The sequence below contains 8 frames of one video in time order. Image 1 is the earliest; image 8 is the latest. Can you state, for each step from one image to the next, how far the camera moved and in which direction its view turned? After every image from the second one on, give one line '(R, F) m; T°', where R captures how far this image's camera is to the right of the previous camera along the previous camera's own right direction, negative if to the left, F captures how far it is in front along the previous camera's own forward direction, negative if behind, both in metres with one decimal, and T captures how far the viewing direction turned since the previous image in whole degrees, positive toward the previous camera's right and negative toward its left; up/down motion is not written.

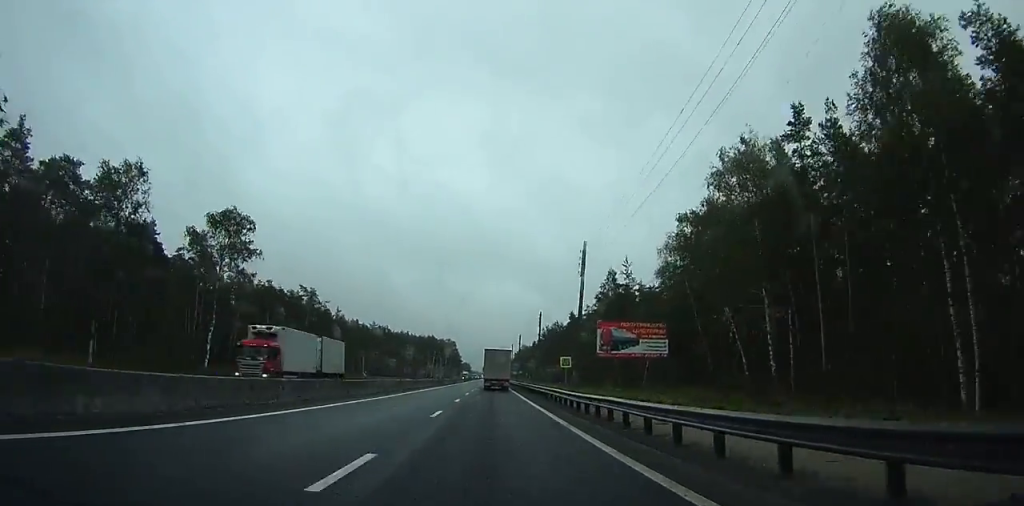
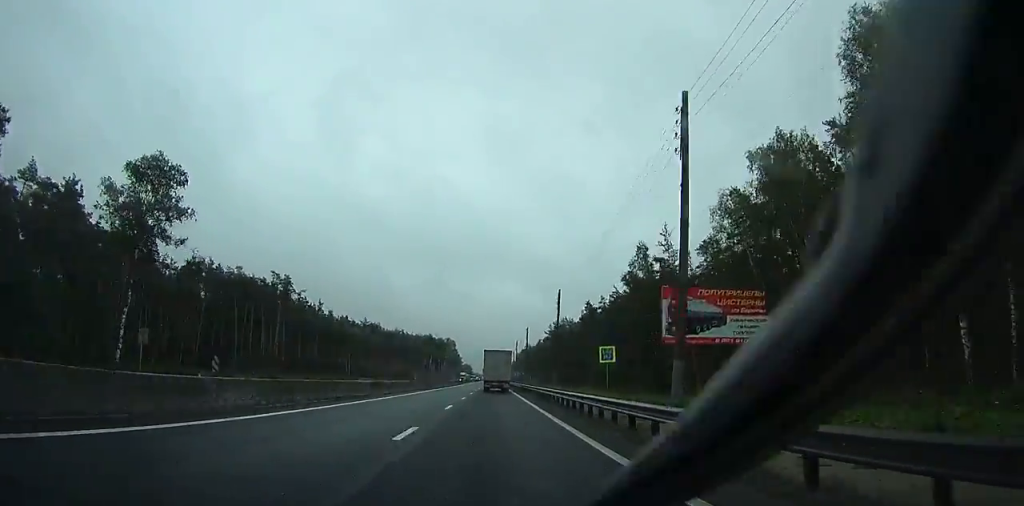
(0.0, +19.1) m; 0°
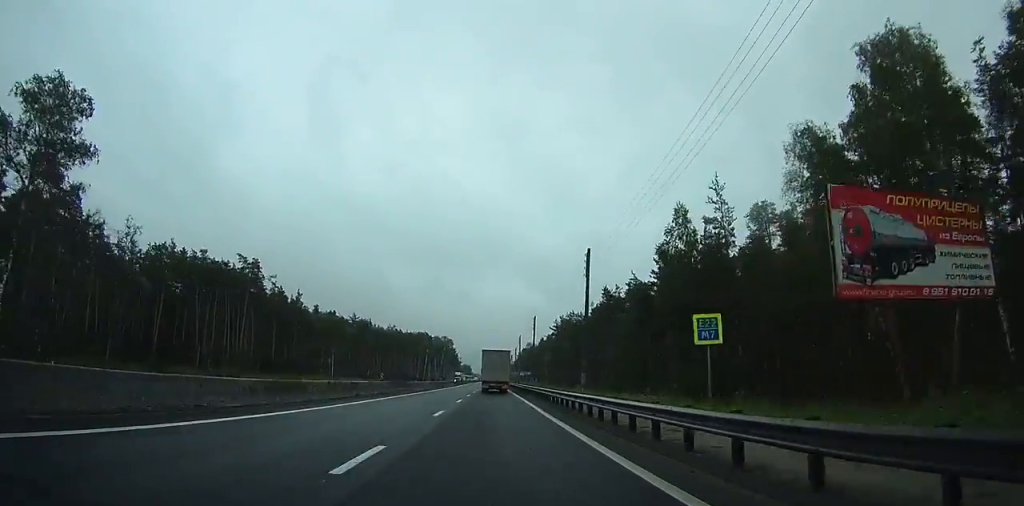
(0.0, +16.1) m; 0°
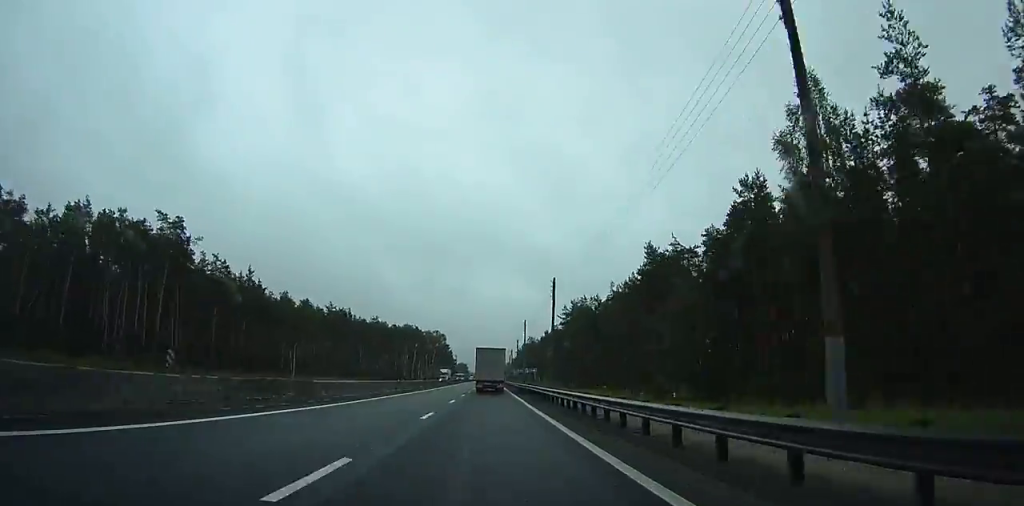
(0.0, +25.6) m; 0°
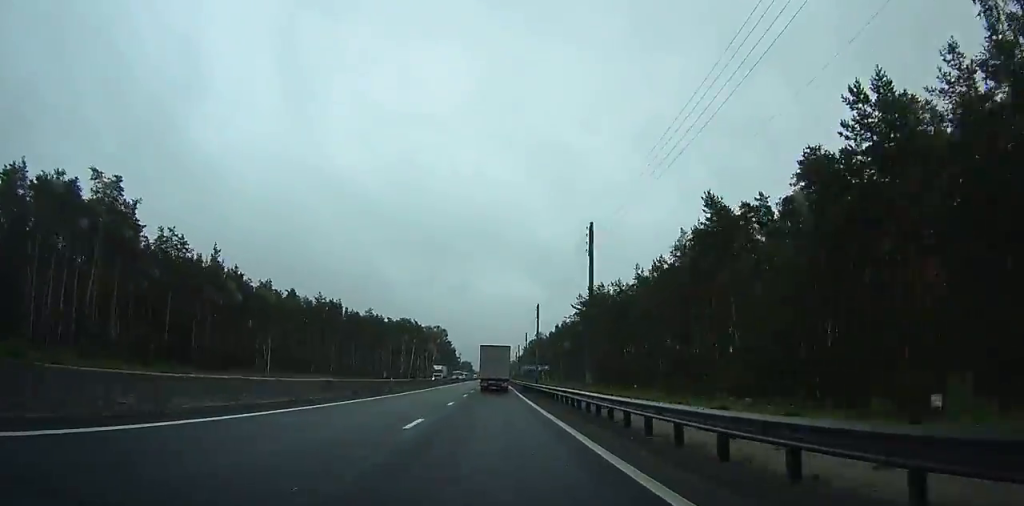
(0.0, +15.7) m; 0°
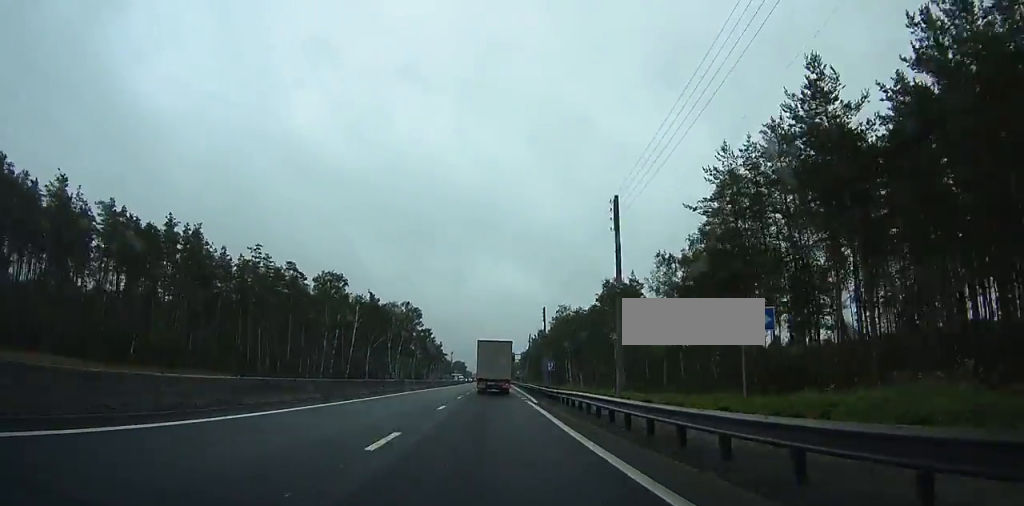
(+0.2, +76.8) m; 0°
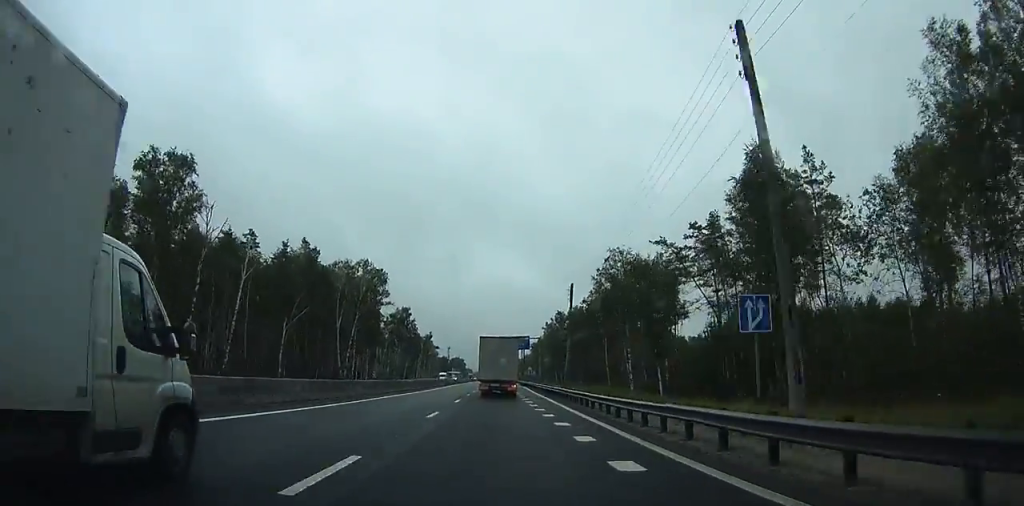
(-0.3, +54.7) m; 0°
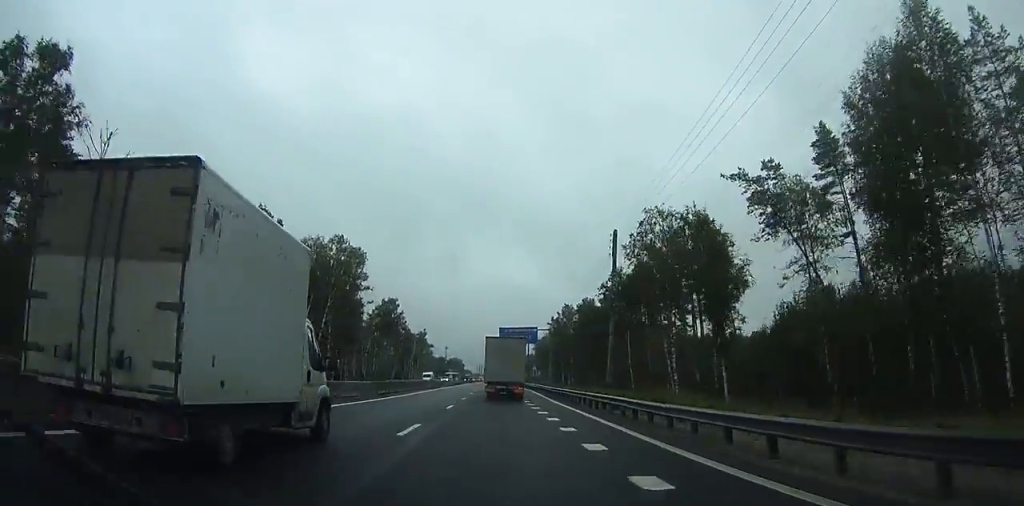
(-0.1, +18.8) m; 0°
